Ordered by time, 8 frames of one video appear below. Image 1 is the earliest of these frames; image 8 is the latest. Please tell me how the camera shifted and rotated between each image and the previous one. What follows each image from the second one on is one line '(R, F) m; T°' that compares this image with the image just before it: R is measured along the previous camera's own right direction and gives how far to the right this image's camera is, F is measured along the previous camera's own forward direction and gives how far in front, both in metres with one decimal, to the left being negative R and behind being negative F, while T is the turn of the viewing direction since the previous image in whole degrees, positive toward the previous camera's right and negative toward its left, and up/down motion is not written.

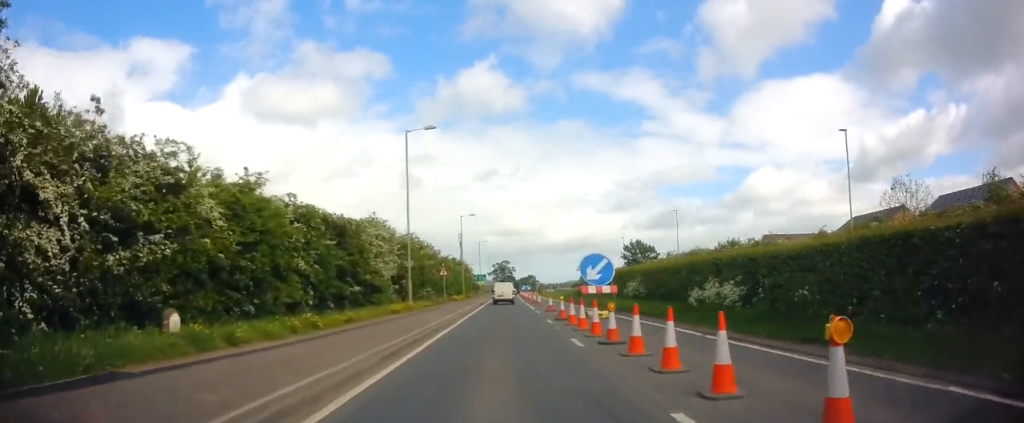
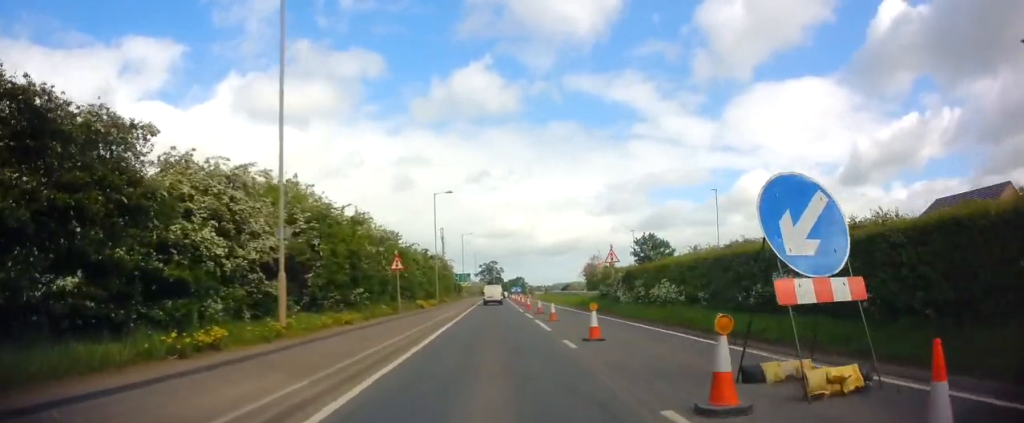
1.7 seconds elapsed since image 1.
(0.0, +17.6) m; 0°
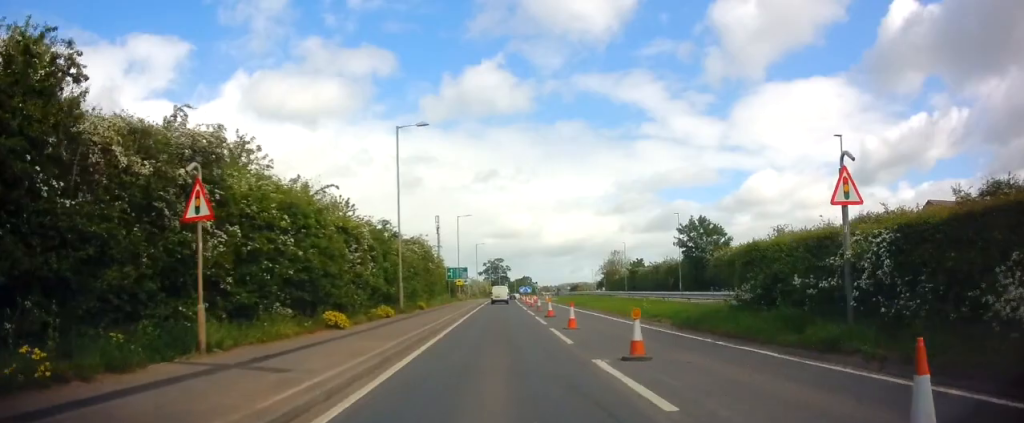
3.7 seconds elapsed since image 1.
(0.0, +21.4) m; -1°
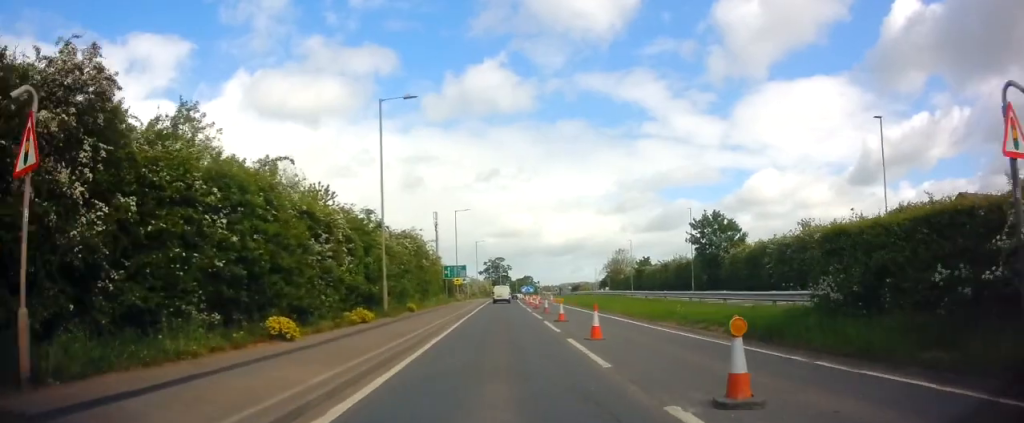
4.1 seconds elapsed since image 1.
(0.0, +4.5) m; 0°
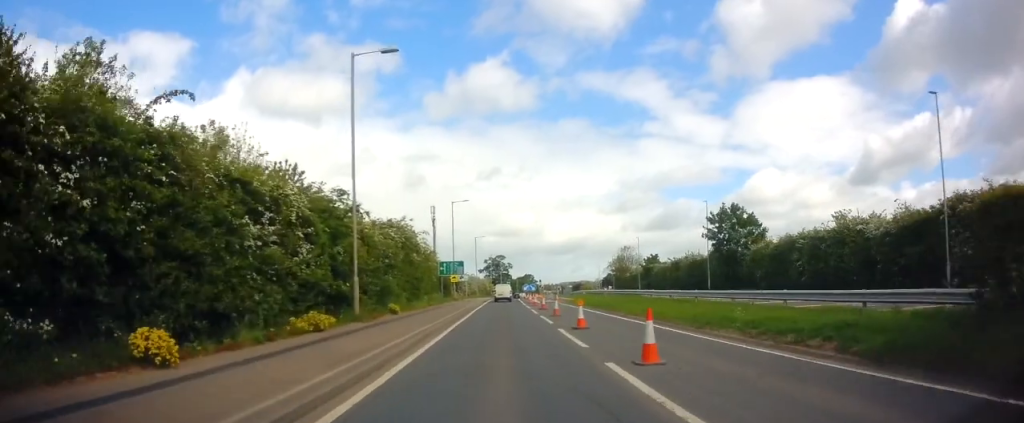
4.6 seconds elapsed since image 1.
(+0.1, +5.2) m; 0°
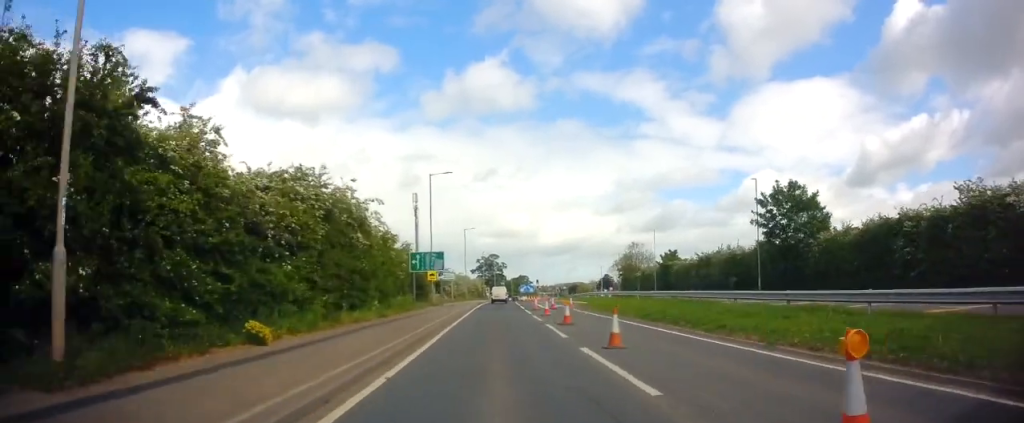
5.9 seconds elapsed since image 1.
(-0.1, +14.5) m; +1°
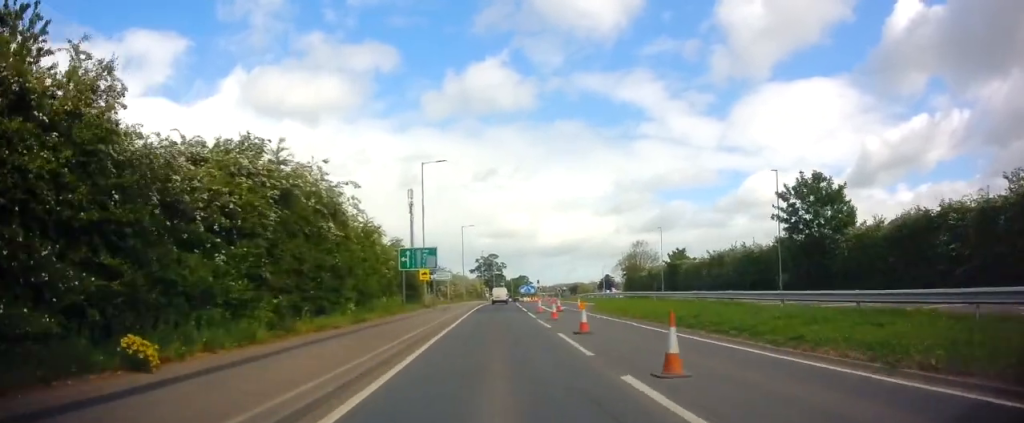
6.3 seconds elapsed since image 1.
(+0.1, +4.2) m; 0°
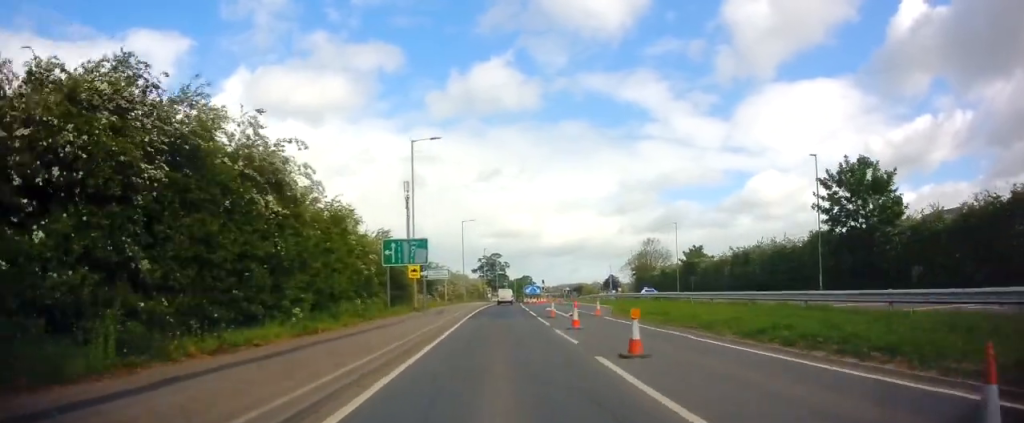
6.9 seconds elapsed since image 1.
(+0.1, +6.0) m; 0°
